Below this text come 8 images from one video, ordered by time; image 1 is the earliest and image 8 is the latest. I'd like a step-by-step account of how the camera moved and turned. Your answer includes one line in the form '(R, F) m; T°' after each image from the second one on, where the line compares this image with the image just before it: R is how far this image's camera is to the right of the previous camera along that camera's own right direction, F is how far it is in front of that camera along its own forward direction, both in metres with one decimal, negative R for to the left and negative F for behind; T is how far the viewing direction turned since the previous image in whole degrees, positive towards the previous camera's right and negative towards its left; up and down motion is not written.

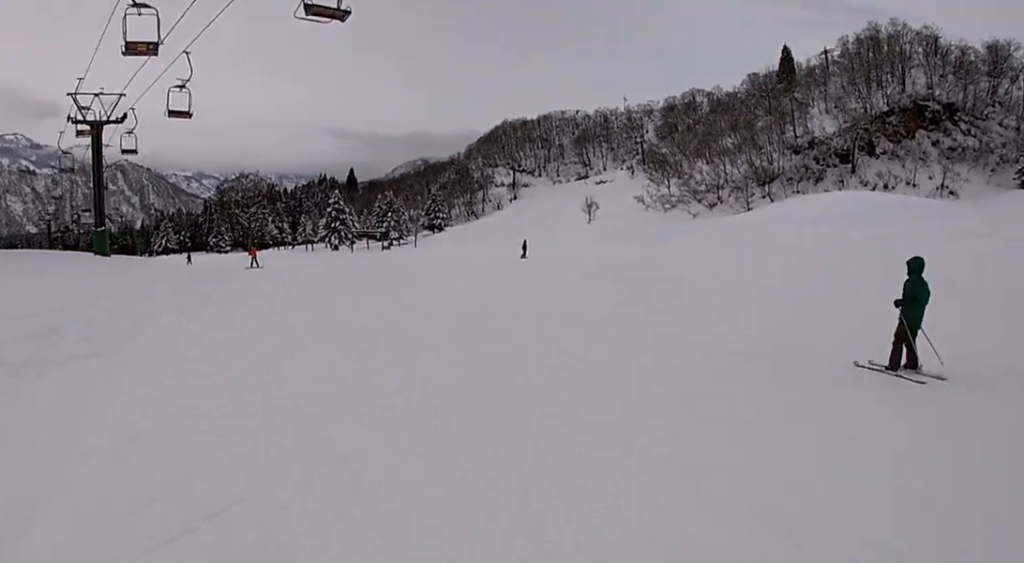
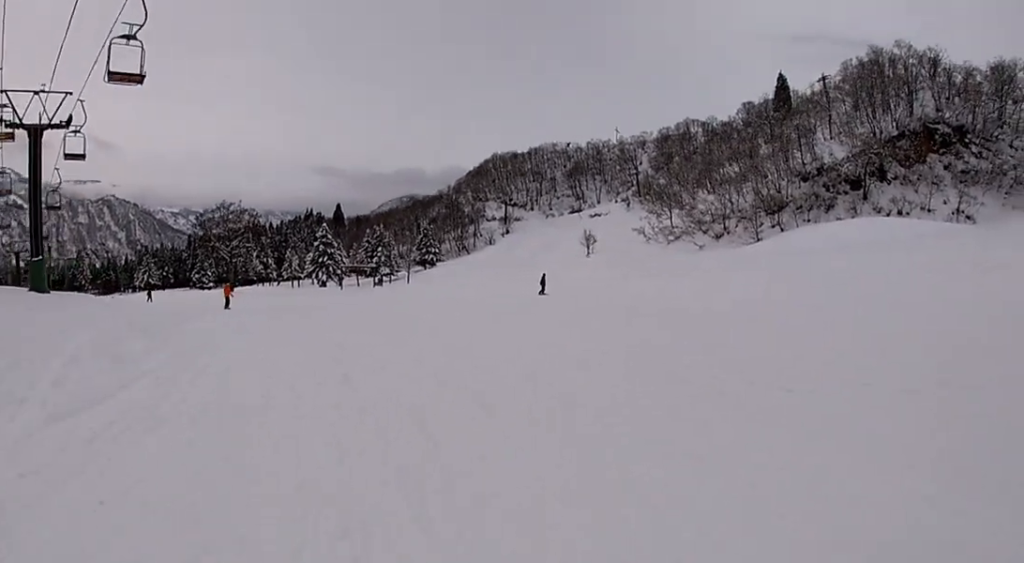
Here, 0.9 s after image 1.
(-0.7, +8.2) m; -5°
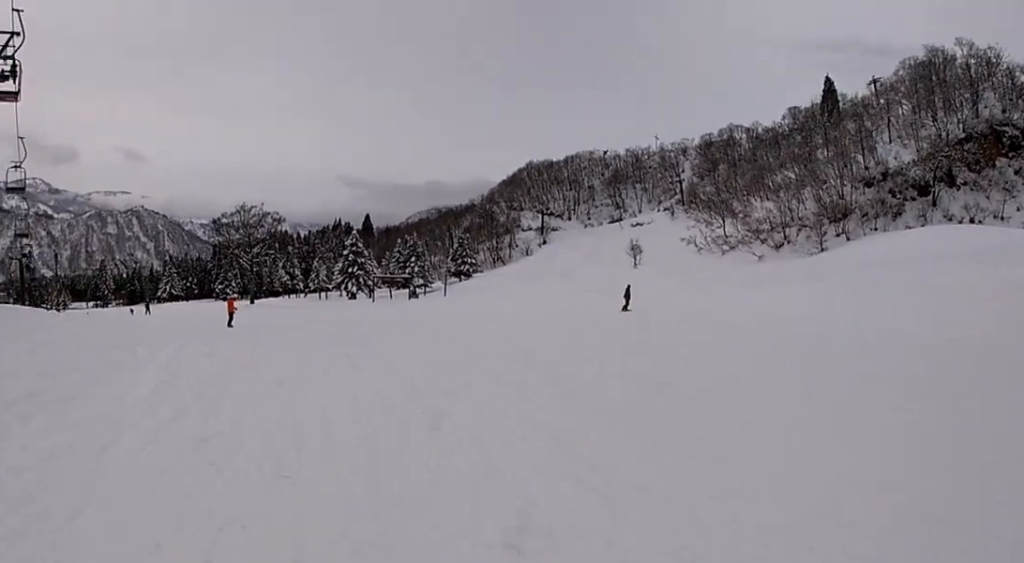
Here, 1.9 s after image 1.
(-0.1, +9.5) m; +4°
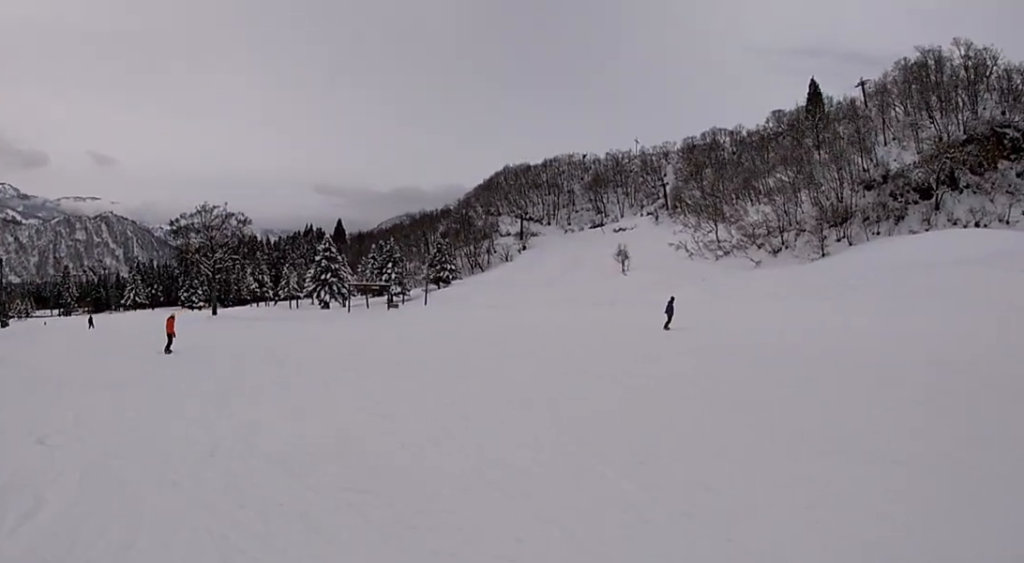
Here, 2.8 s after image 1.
(+0.7, +8.6) m; +1°
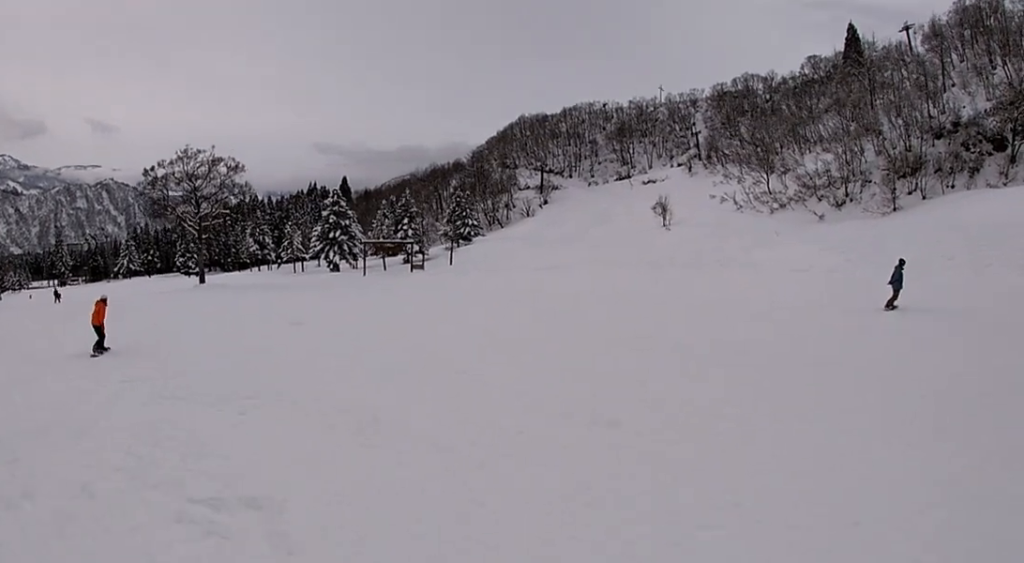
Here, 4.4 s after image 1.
(-0.3, +14.4) m; 0°
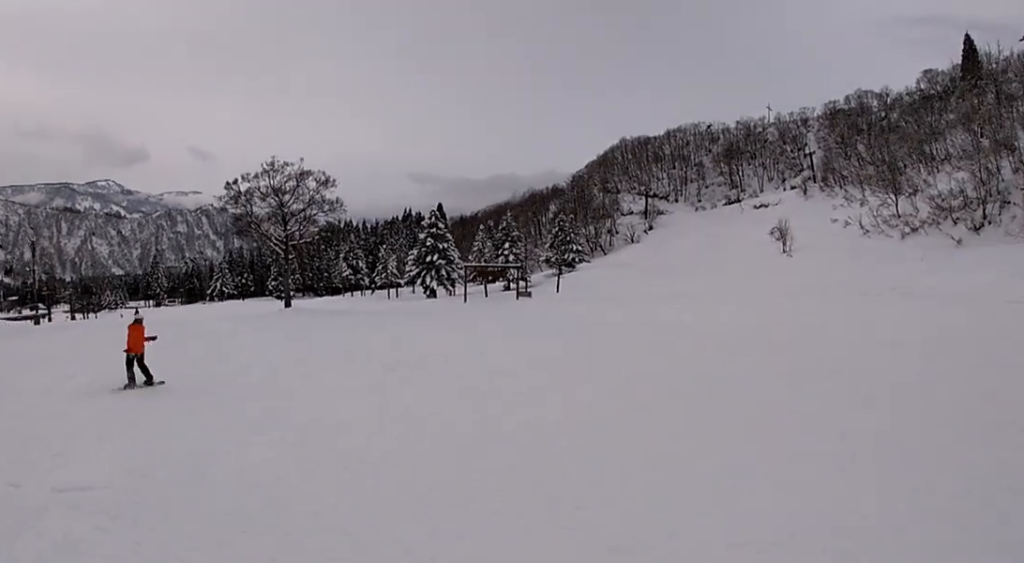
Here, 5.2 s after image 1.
(+0.2, +6.9) m; -4°
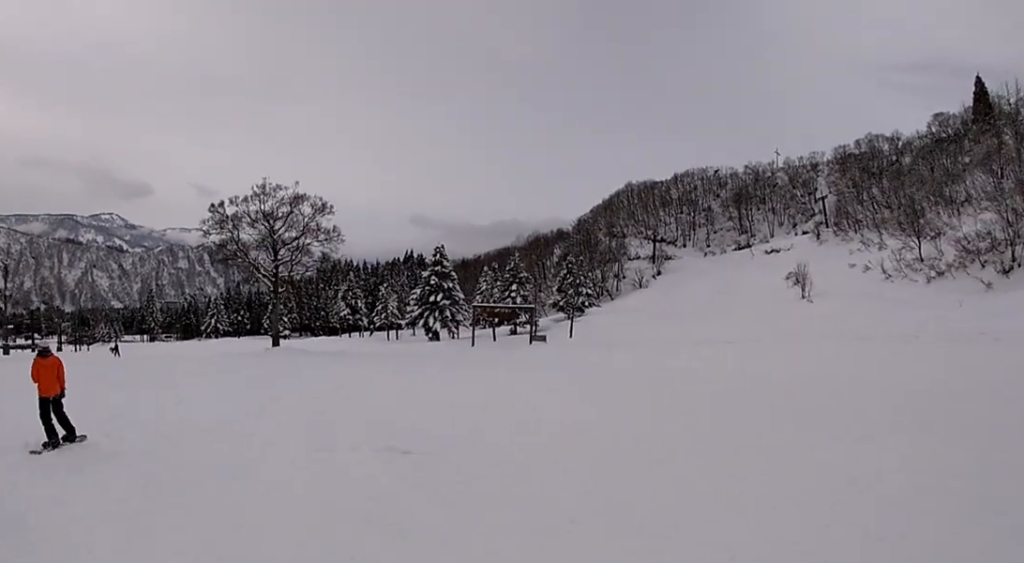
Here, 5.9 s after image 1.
(-0.2, +6.5) m; -9°
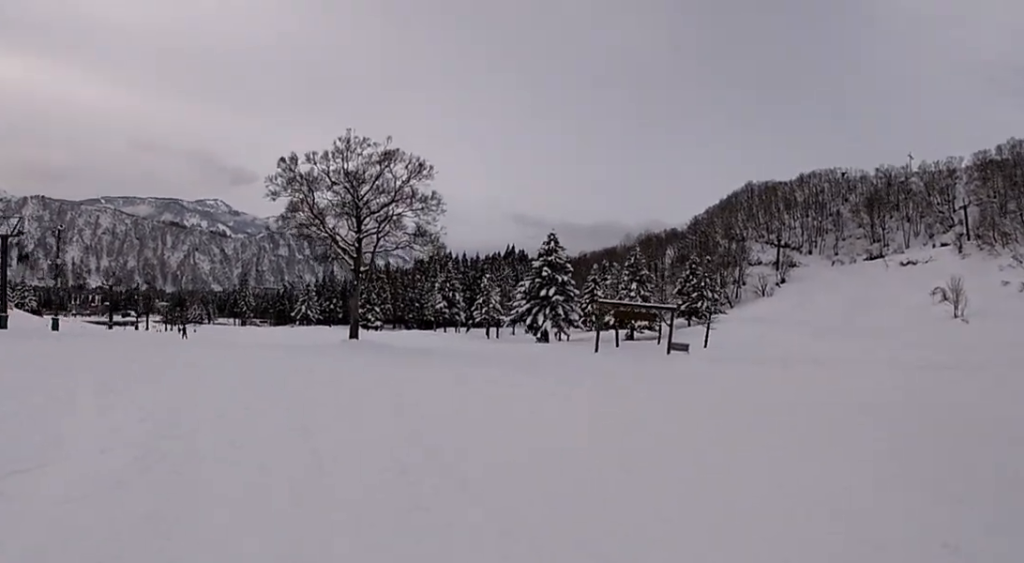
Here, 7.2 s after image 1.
(-0.9, +10.4) m; 0°
